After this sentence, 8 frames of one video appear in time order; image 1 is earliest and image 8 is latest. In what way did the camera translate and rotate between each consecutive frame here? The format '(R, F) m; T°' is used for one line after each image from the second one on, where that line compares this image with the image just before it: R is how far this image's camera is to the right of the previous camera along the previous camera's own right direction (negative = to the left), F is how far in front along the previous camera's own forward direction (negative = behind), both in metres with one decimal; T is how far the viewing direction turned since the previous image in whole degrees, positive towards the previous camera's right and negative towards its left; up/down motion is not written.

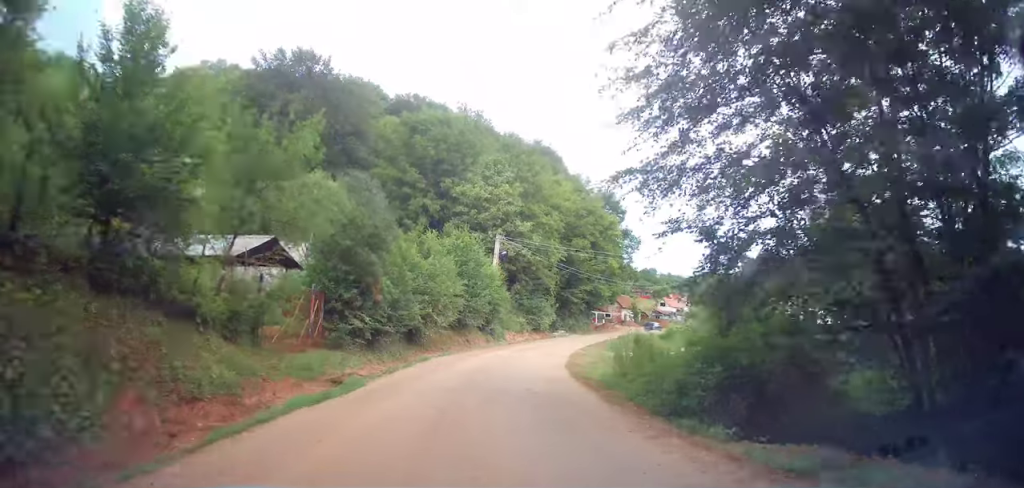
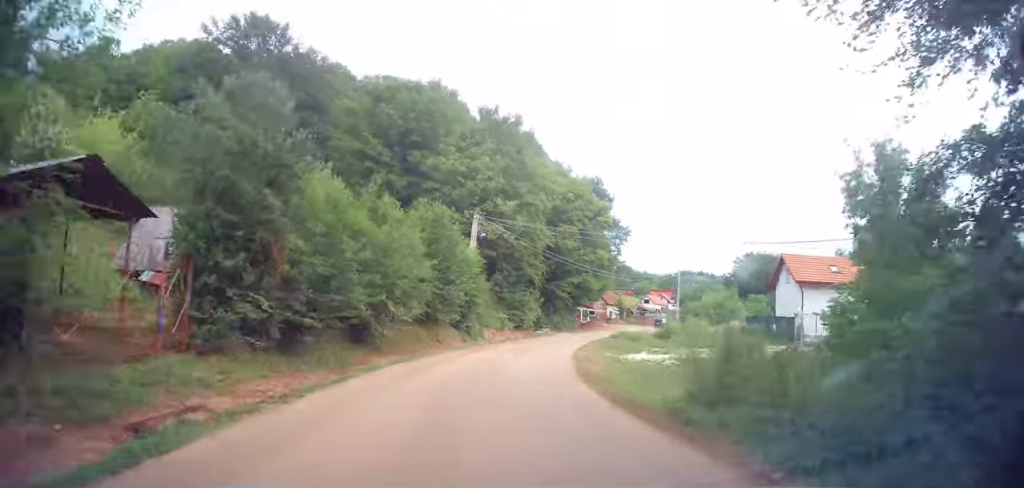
(0.0, +7.1) m; +1°
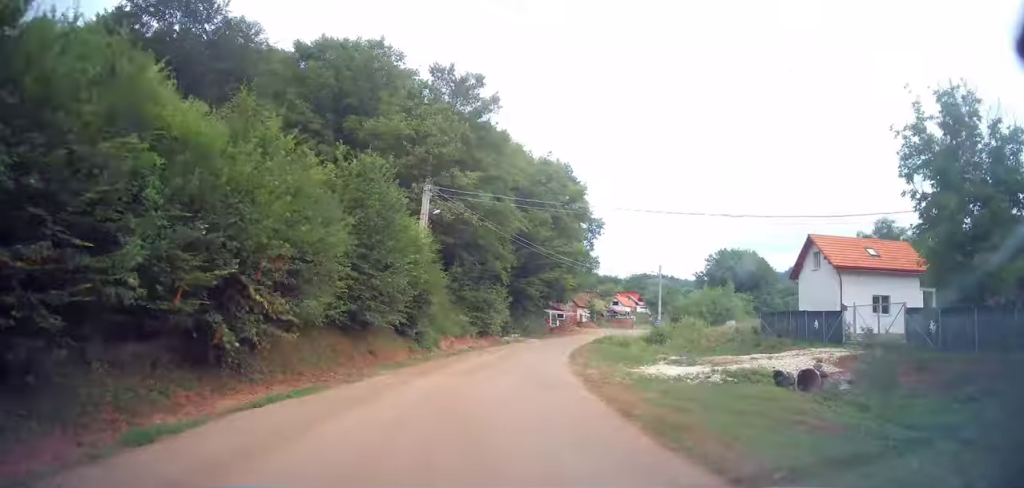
(+0.2, +8.8) m; +2°
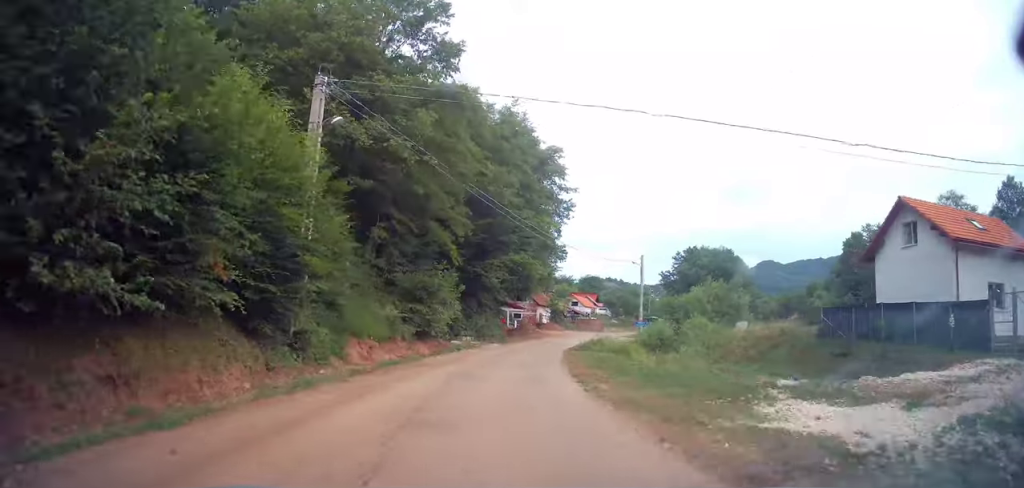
(+0.3, +12.2) m; +6°
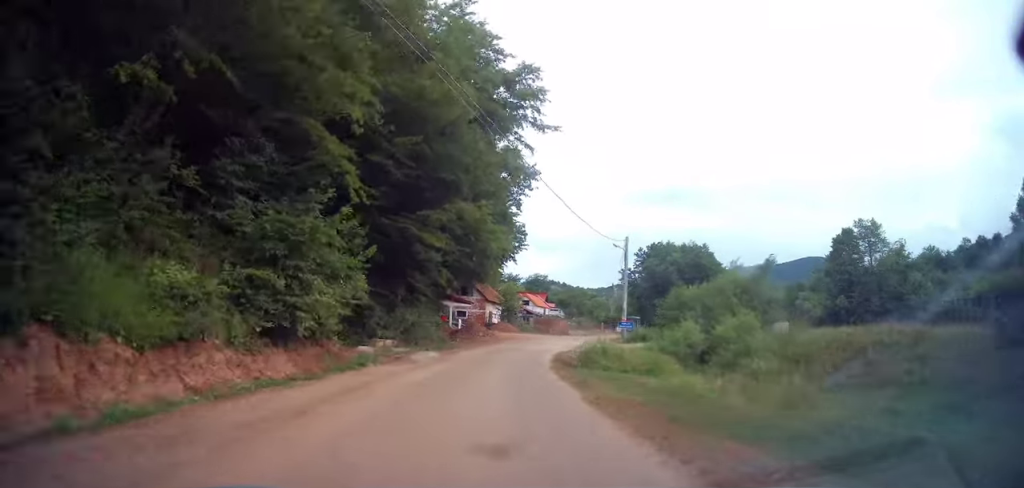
(+0.9, +12.9) m; +5°
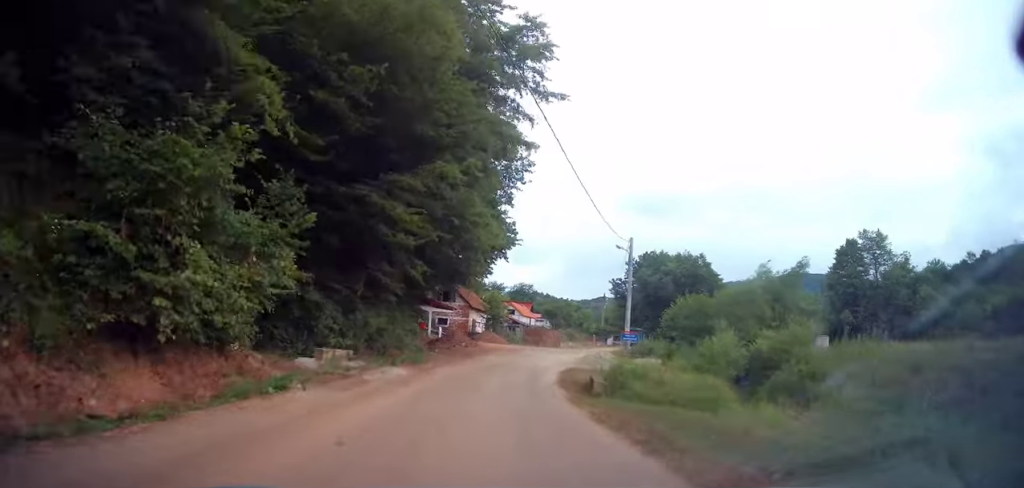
(0.0, +5.0) m; +2°
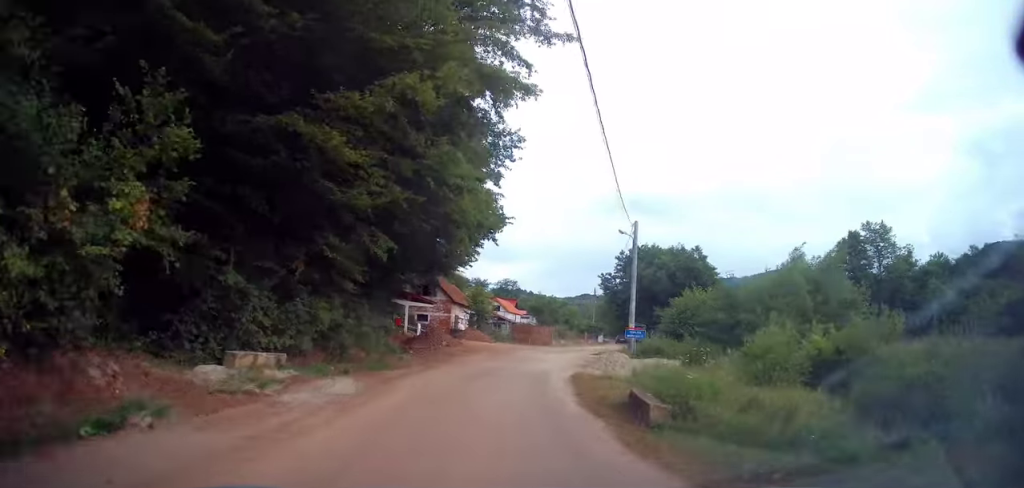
(-0.2, +4.6) m; +2°
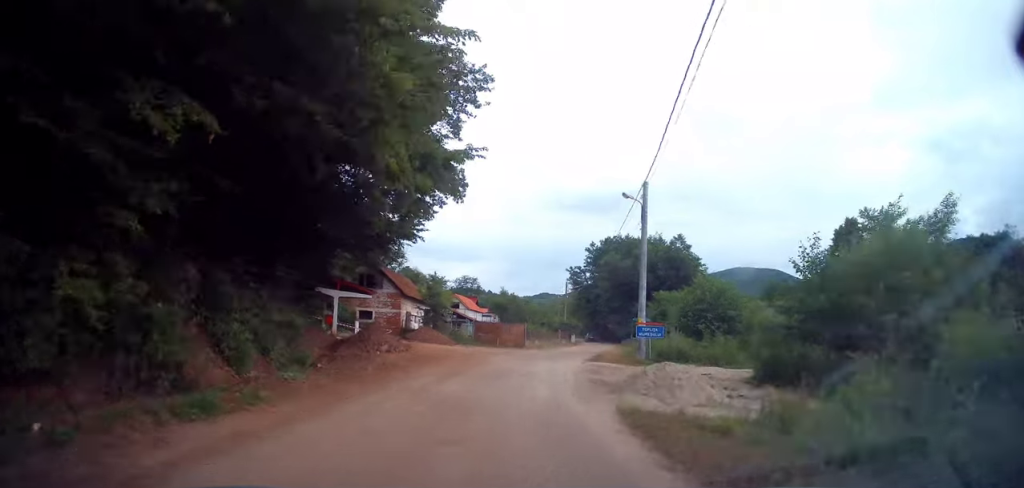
(+0.6, +9.1) m; +5°
